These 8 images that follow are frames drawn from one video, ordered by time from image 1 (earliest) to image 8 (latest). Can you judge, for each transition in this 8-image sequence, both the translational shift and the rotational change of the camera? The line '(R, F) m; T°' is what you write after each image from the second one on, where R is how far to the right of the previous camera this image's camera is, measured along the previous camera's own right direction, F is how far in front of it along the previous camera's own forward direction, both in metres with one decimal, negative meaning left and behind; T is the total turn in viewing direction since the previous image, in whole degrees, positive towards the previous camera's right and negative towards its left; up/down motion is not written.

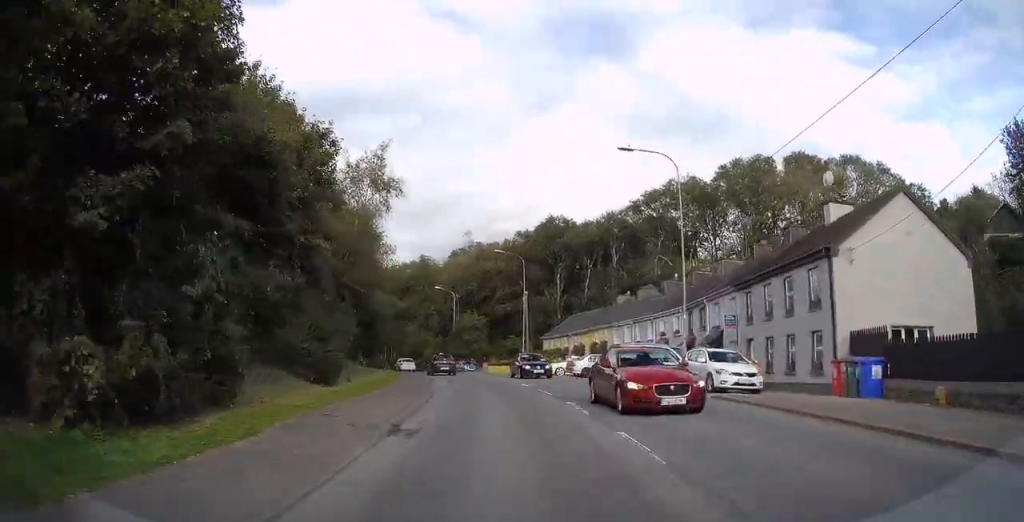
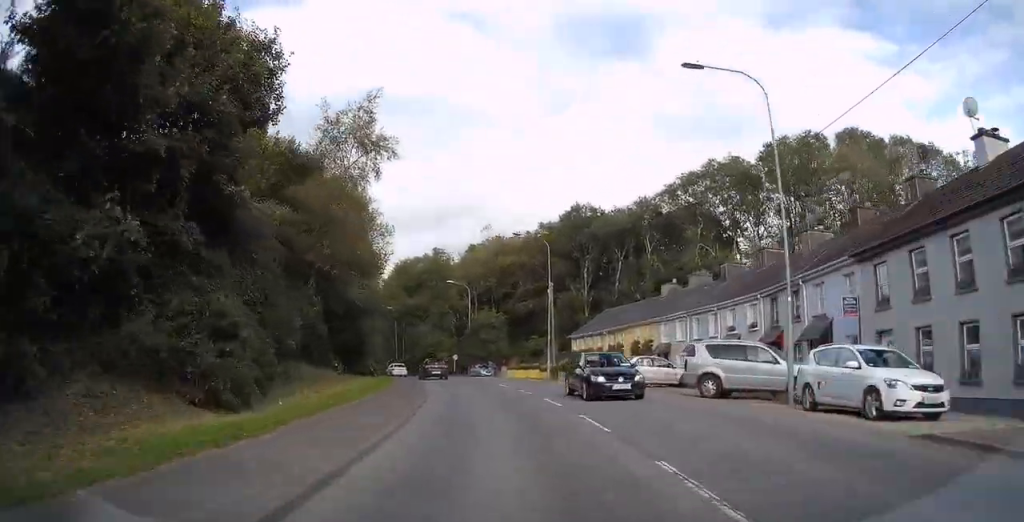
(-0.7, +10.2) m; -2°
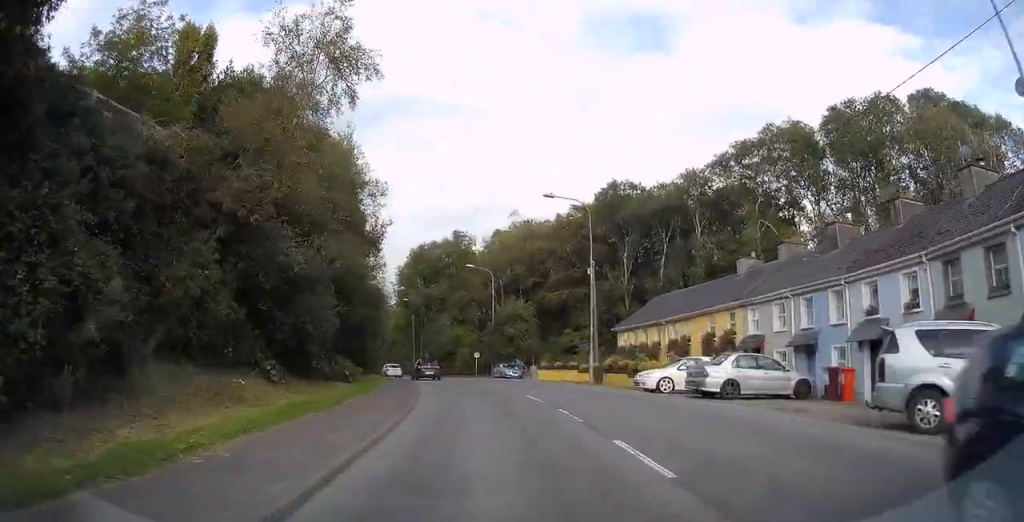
(-0.4, +11.5) m; -2°
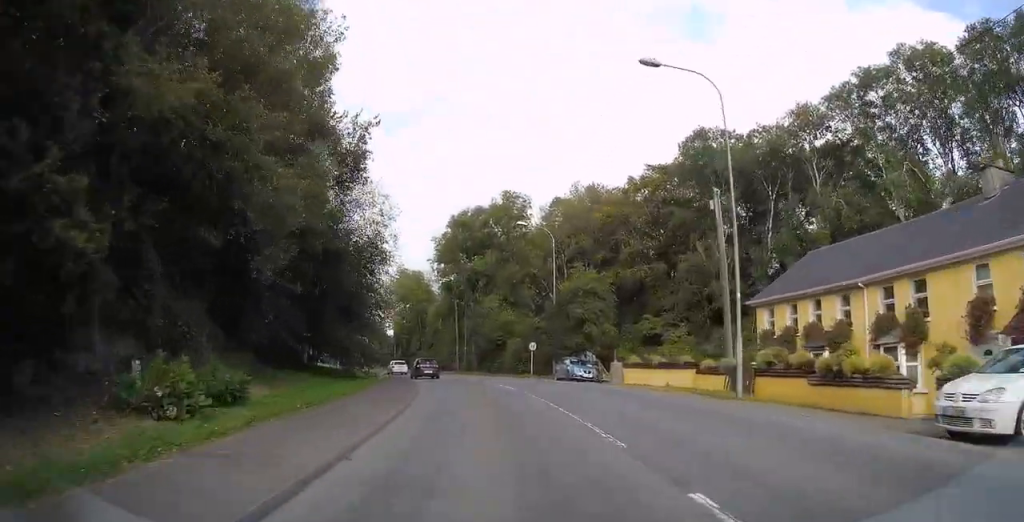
(0.0, +17.3) m; -1°
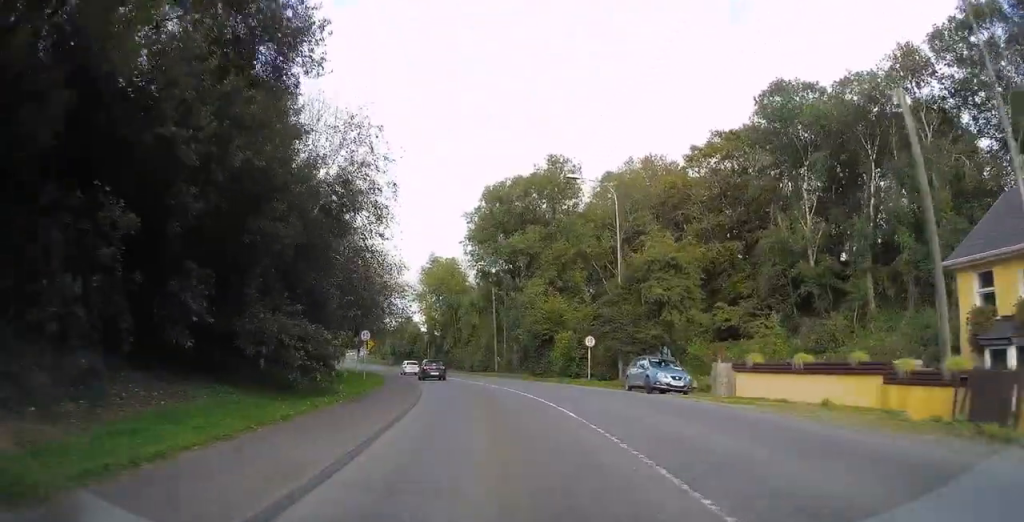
(-0.2, +10.7) m; -1°
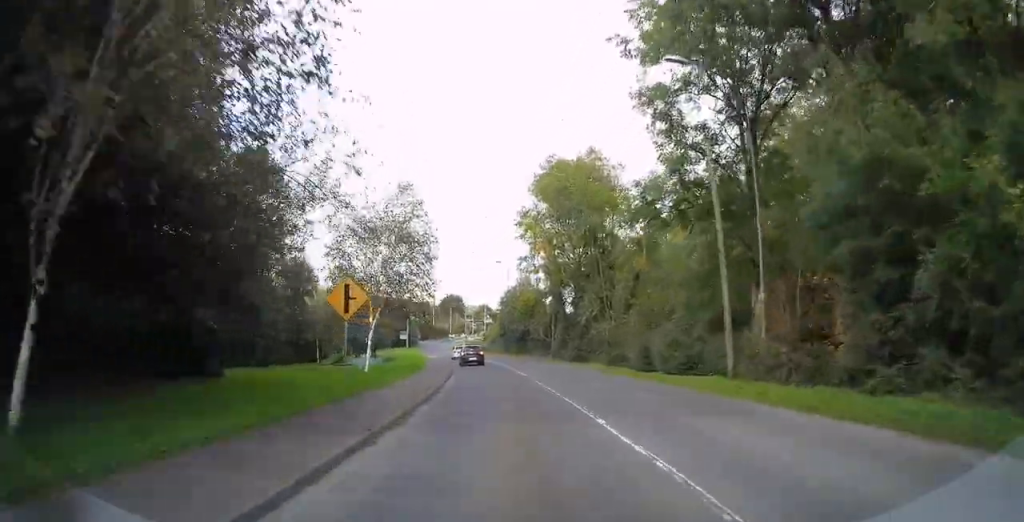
(-3.3, +37.2) m; -14°
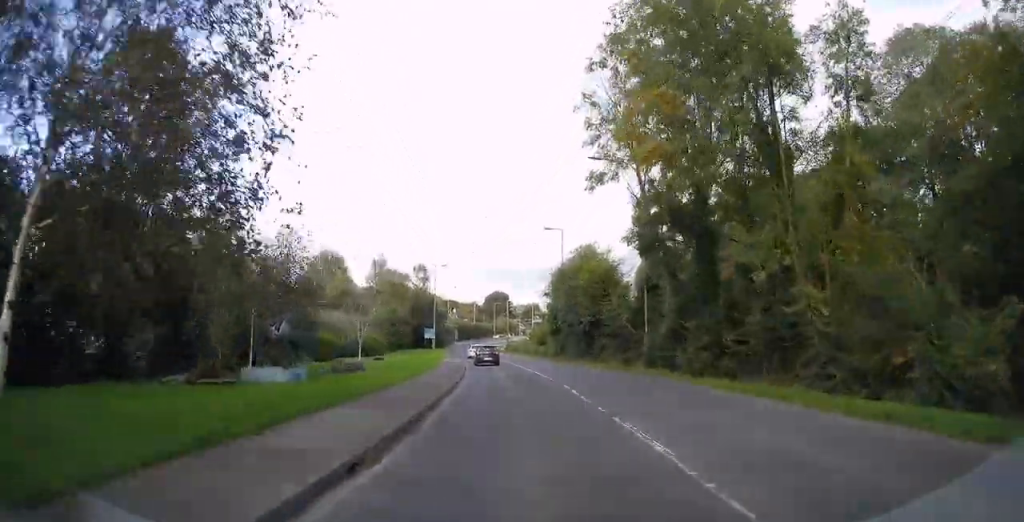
(-1.1, +17.7) m; -6°
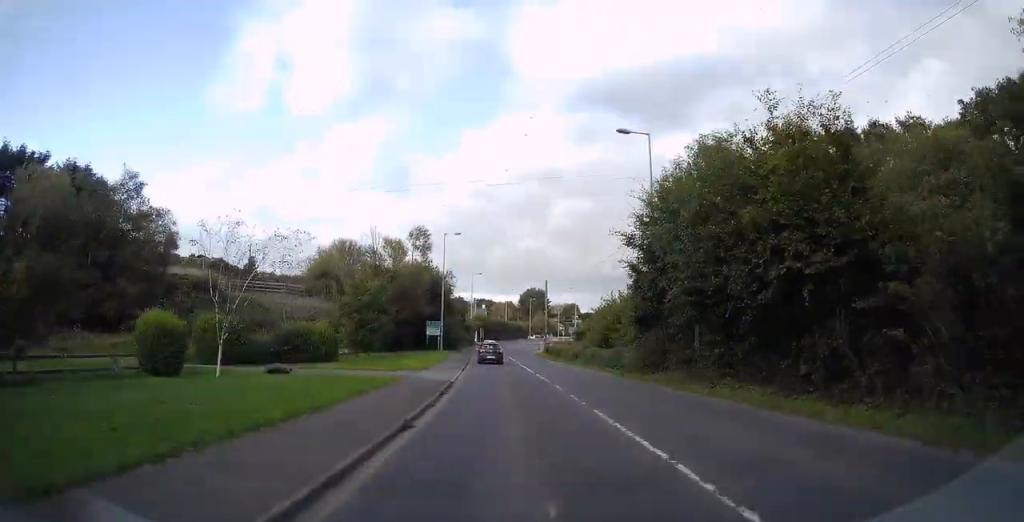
(-1.3, +21.8) m; -7°
